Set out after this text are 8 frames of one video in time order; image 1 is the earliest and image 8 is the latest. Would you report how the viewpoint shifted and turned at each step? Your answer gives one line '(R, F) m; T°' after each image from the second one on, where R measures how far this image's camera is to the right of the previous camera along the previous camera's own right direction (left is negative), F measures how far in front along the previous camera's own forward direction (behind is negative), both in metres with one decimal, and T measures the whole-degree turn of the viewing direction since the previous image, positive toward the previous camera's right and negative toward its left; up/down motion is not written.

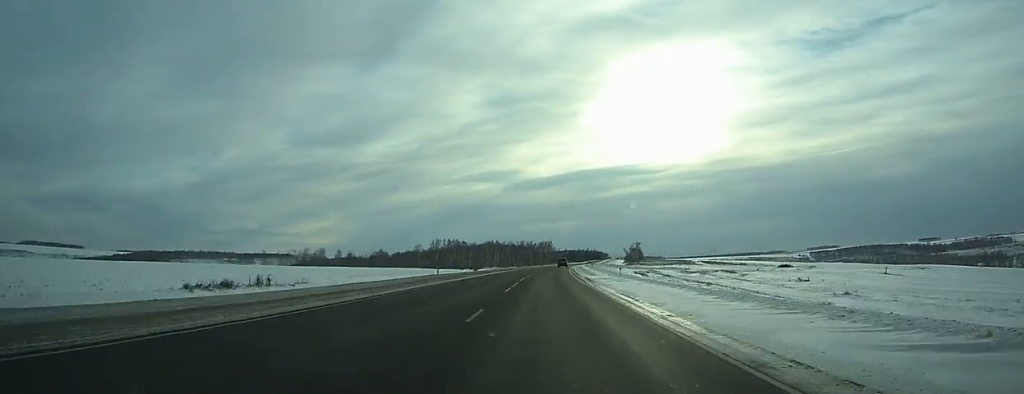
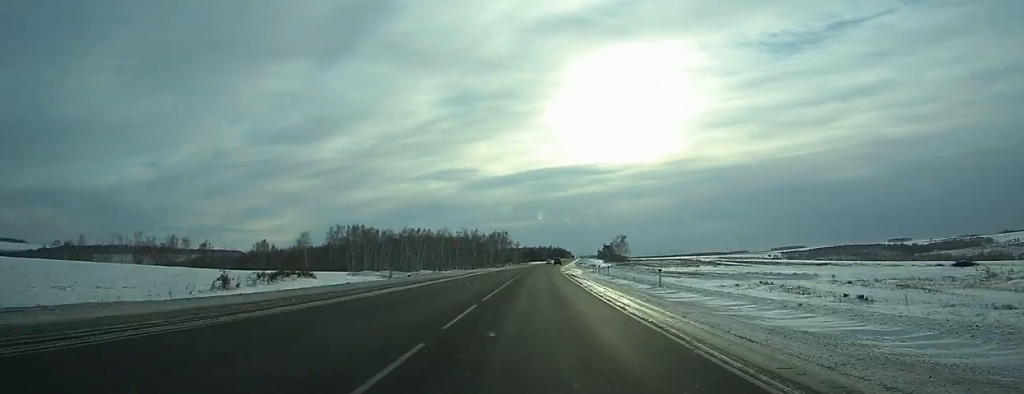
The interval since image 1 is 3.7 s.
(+3.5, +109.8) m; +4°
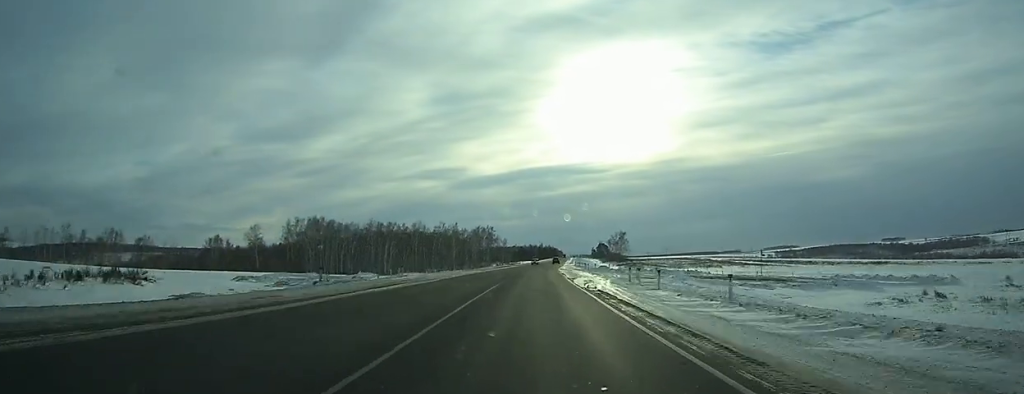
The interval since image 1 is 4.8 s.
(+0.2, +32.4) m; +1°
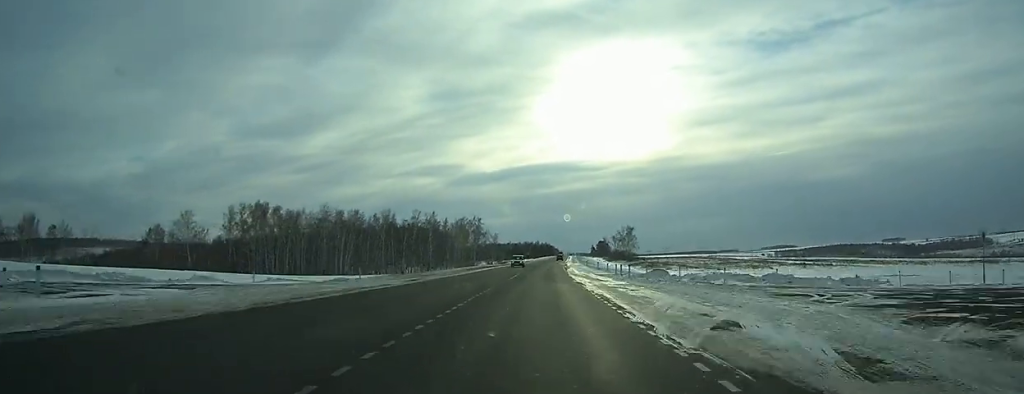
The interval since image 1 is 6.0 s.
(+0.5, +36.6) m; +1°
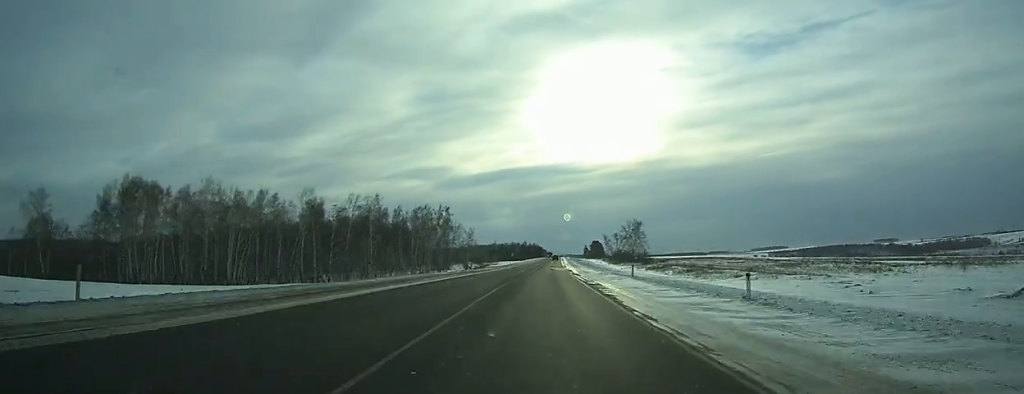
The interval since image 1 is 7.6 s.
(+0.3, +46.7) m; +1°
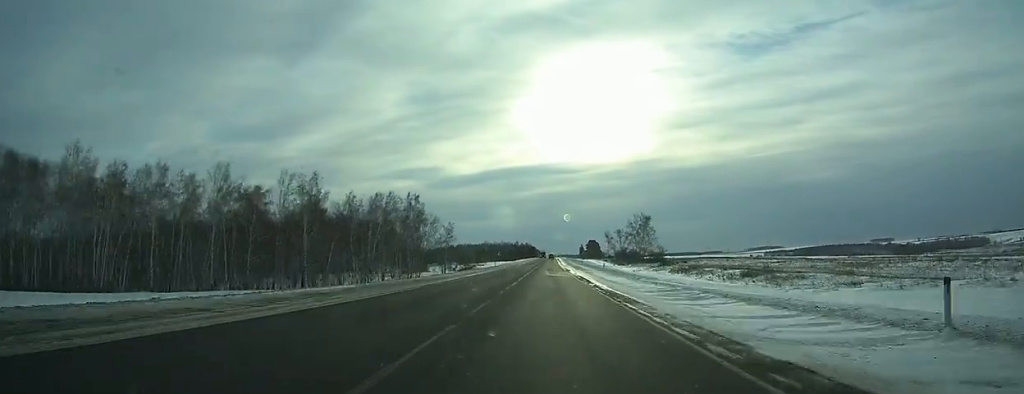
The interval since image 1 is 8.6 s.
(-0.1, +28.4) m; +1°
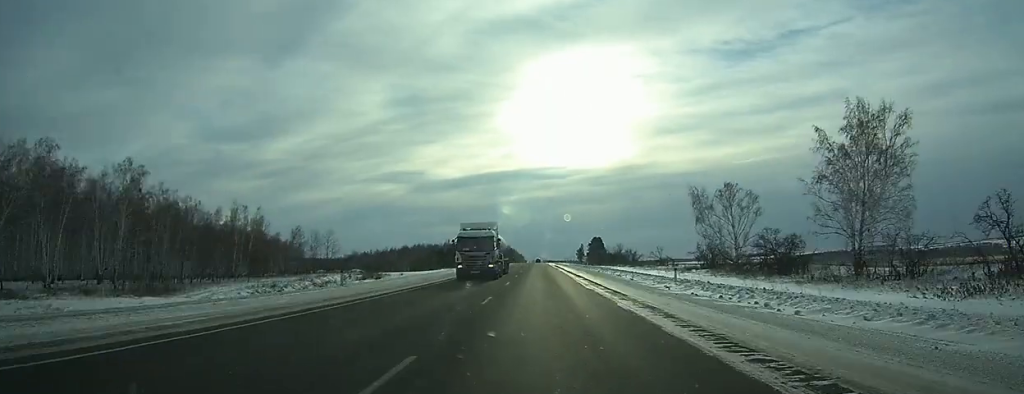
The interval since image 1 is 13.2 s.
(+3.2, +132.7) m; +2°
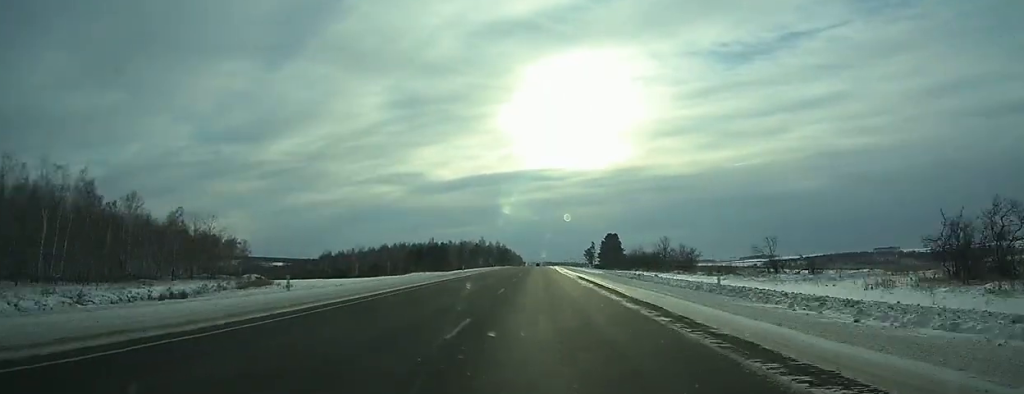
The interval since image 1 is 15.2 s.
(+0.2, +54.7) m; 0°
